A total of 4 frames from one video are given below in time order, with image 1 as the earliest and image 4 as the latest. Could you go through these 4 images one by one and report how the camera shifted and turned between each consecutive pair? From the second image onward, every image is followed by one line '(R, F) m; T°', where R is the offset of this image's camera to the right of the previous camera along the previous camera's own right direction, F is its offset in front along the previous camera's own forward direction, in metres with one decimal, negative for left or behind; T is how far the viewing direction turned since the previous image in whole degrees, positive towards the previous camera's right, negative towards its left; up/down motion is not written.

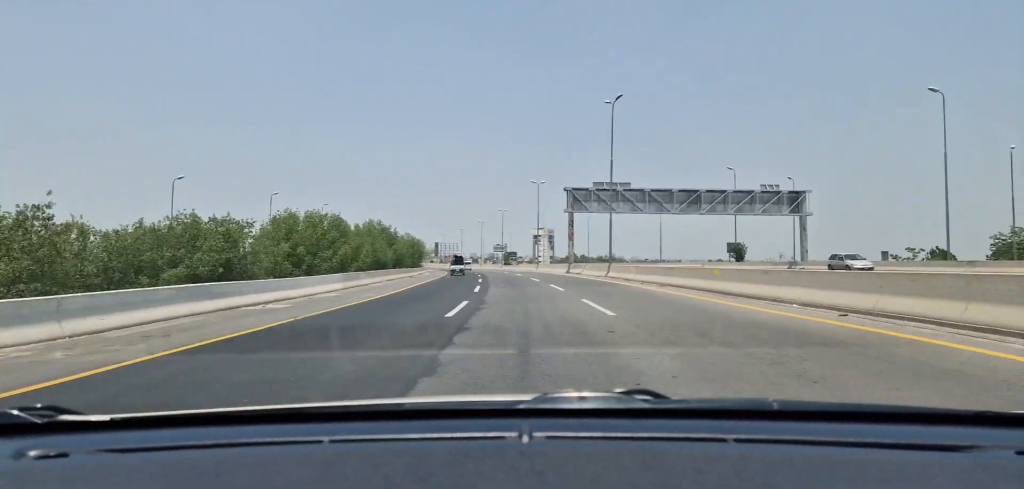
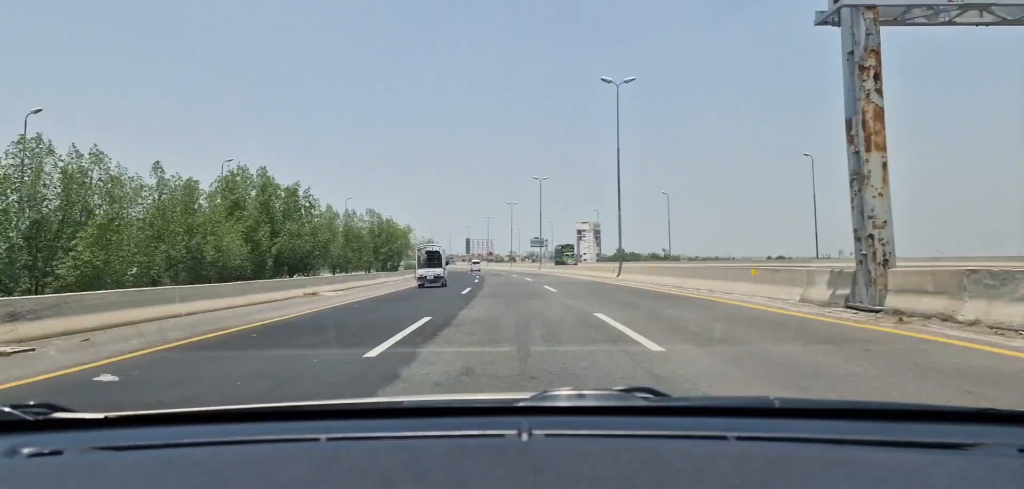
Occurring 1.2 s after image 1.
(-2.1, +50.9) m; -4°
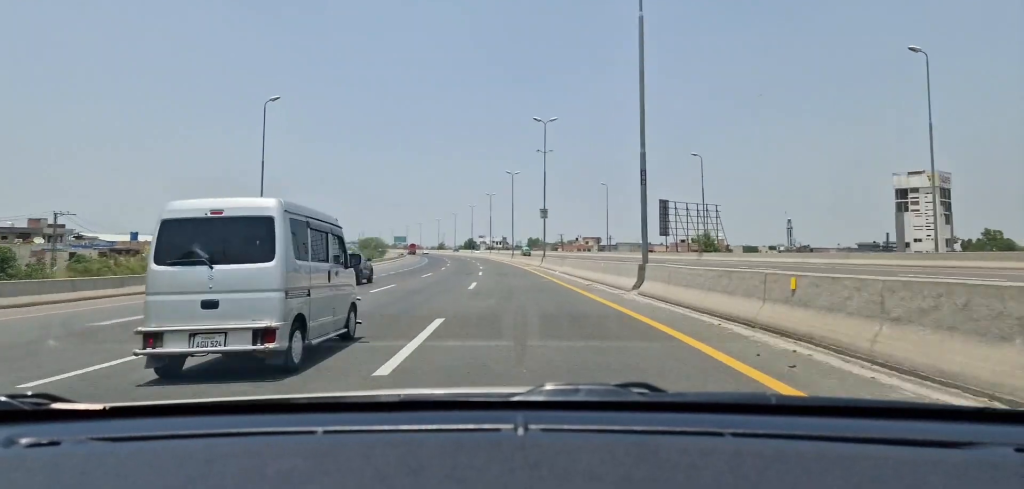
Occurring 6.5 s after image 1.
(-22.8, +217.3) m; -14°
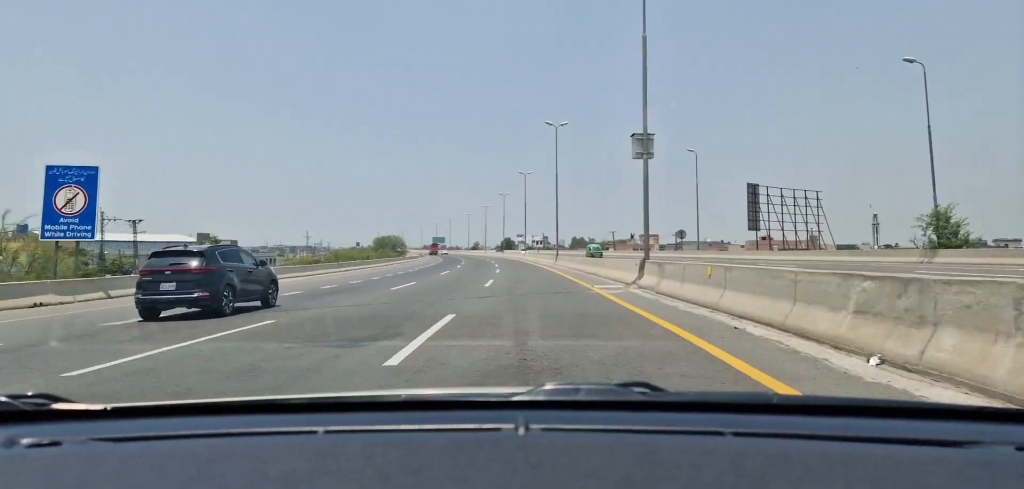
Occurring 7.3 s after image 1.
(-1.1, +35.8) m; -3°
